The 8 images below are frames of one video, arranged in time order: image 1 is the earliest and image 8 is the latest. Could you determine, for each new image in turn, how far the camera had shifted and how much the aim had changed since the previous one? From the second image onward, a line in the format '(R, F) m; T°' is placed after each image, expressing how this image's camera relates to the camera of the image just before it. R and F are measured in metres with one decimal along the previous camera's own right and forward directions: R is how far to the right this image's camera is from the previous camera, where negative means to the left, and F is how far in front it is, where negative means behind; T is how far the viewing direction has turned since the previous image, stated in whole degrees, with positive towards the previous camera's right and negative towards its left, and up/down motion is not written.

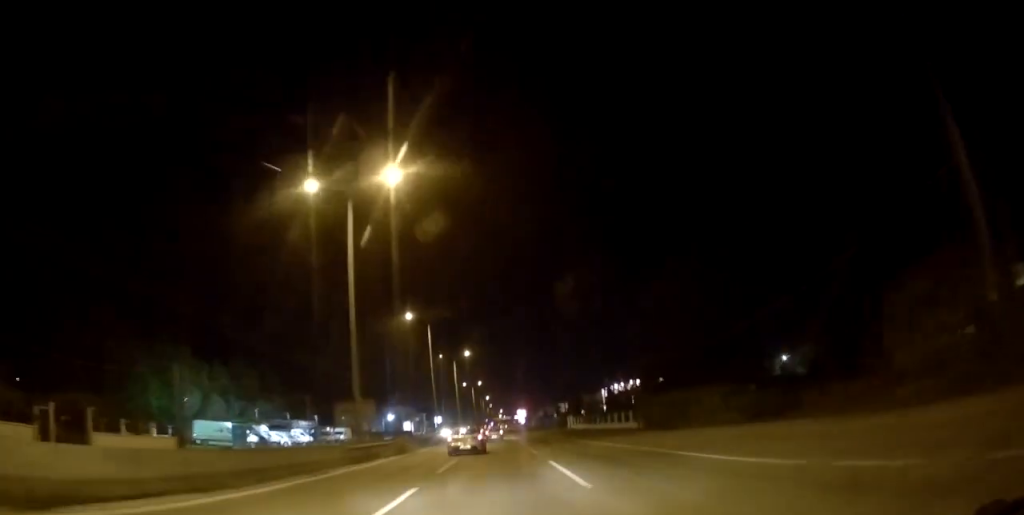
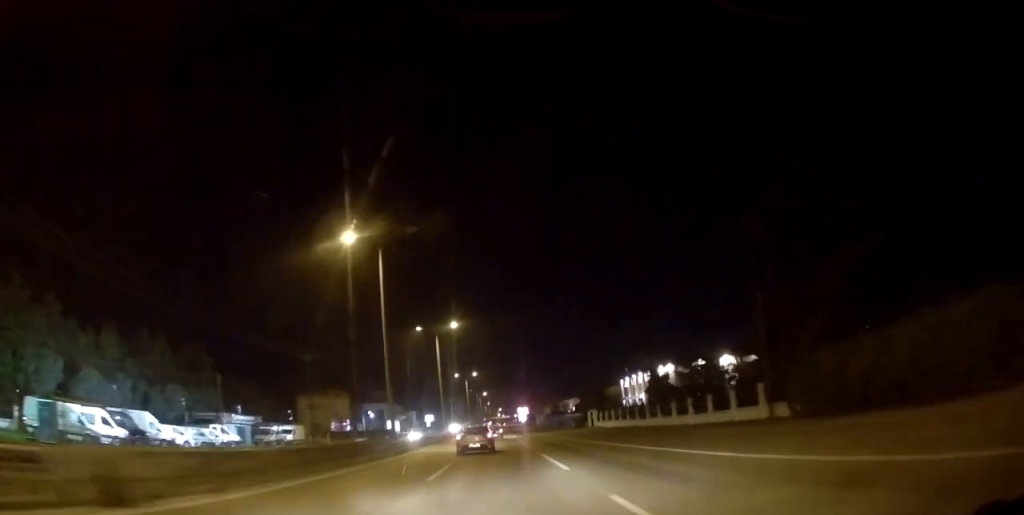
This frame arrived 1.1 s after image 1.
(0.0, +24.4) m; 0°
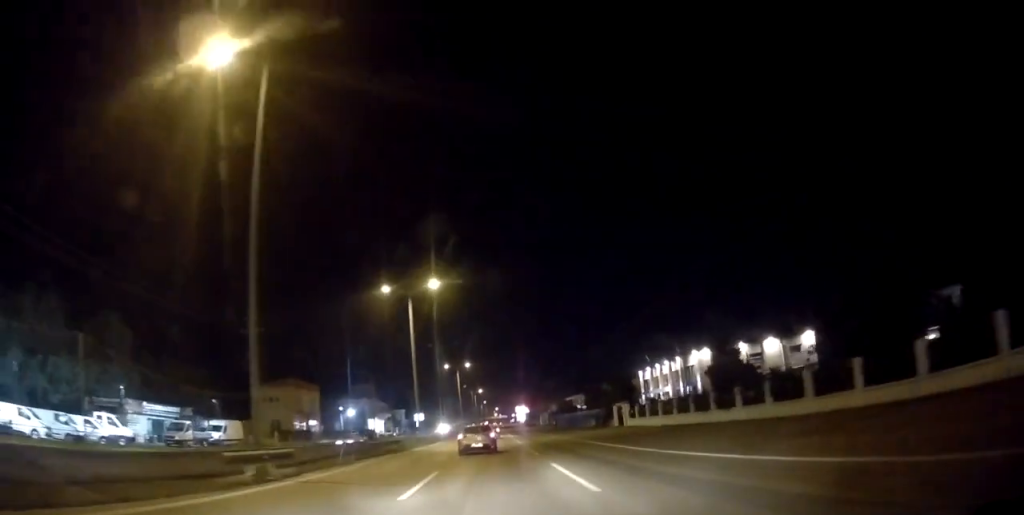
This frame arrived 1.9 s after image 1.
(0.0, +19.0) m; +1°
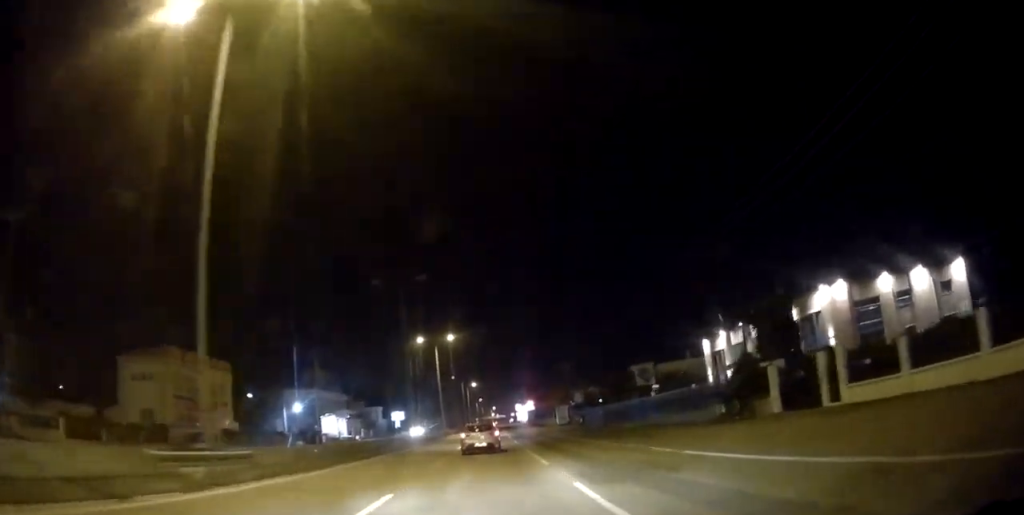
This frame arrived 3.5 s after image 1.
(+0.2, +35.2) m; -1°
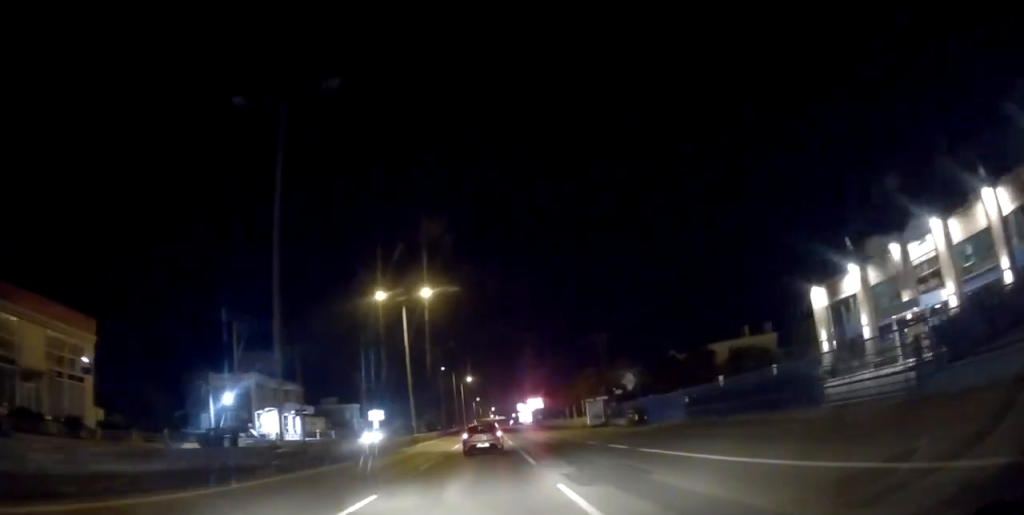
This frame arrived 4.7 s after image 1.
(-0.2, +27.4) m; -2°
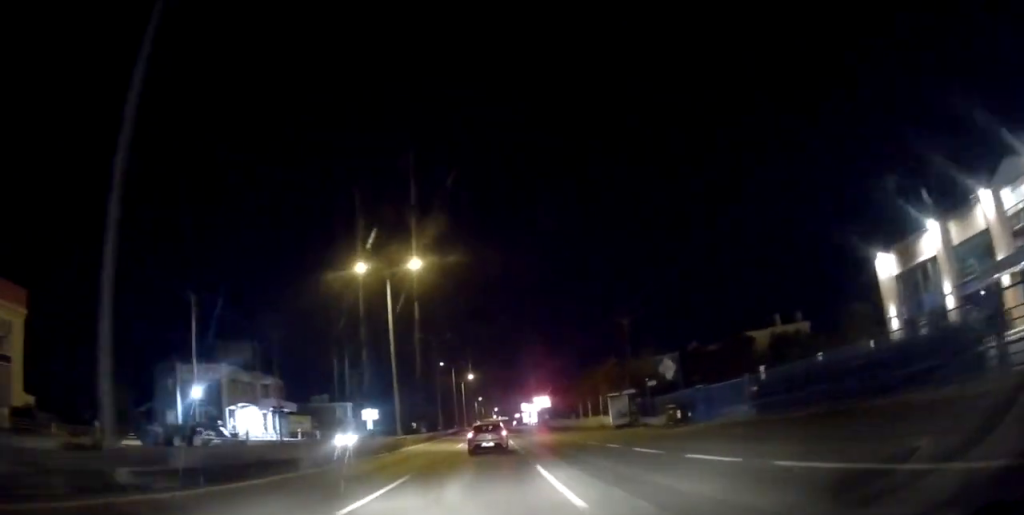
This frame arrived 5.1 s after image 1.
(-0.1, +8.9) m; 0°
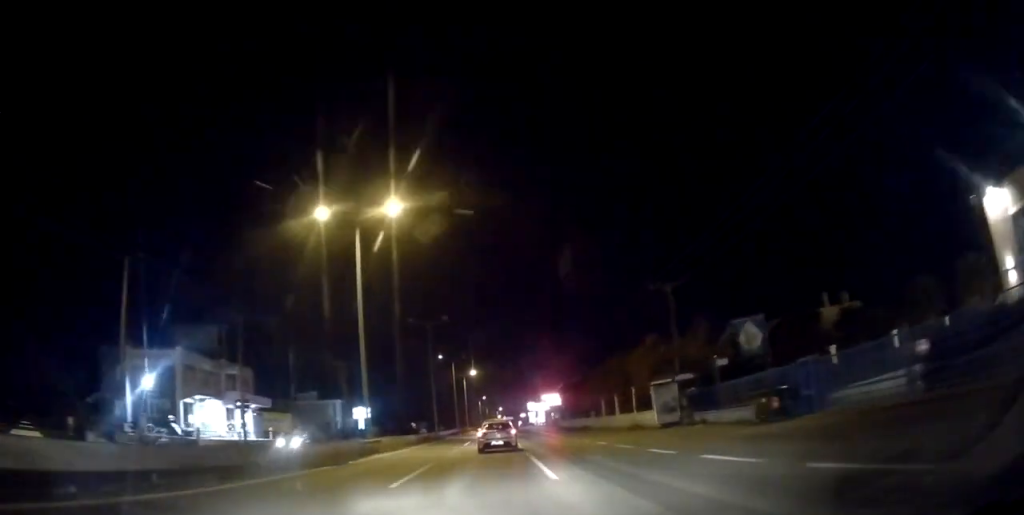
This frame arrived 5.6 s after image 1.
(-0.3, +10.9) m; +1°
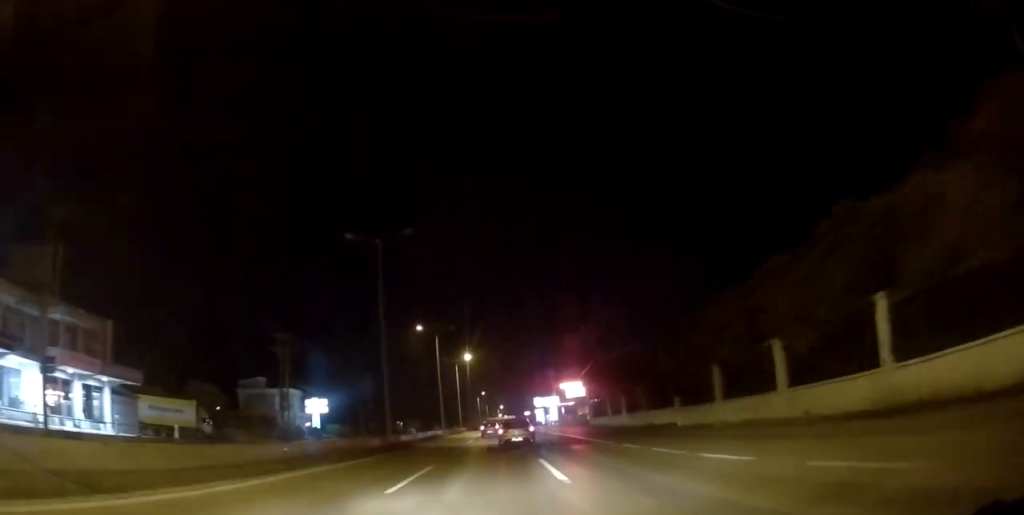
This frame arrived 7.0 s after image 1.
(+0.9, +28.2) m; 0°
